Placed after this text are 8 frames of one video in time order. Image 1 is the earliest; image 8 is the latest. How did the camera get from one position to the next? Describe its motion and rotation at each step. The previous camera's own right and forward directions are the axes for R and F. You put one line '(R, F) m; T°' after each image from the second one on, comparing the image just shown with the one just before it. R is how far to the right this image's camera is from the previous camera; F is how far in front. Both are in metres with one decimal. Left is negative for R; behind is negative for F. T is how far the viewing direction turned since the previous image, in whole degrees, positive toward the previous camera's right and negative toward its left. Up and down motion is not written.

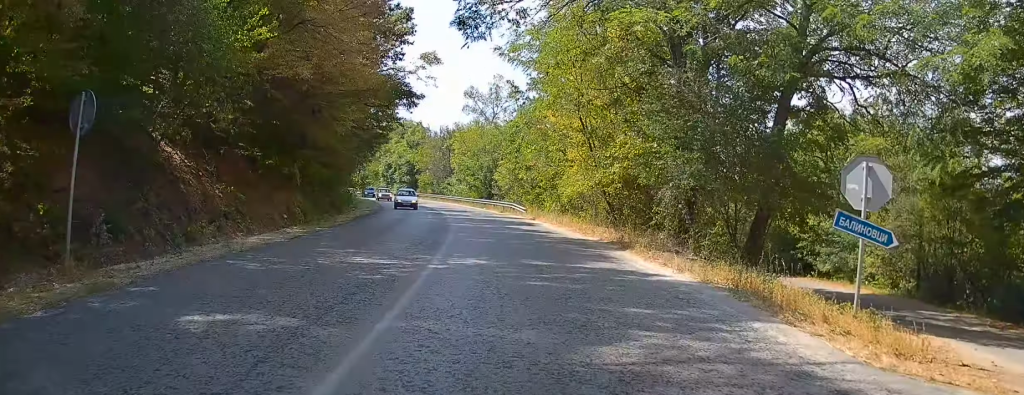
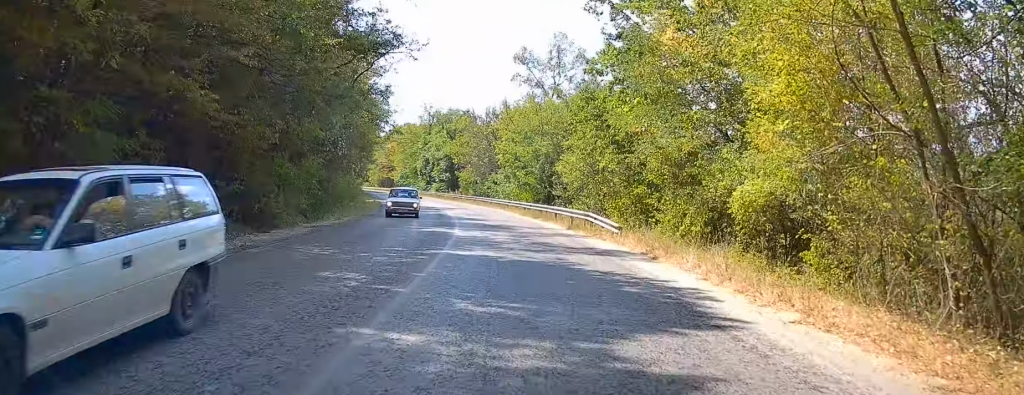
(-0.8, +21.2) m; -5°
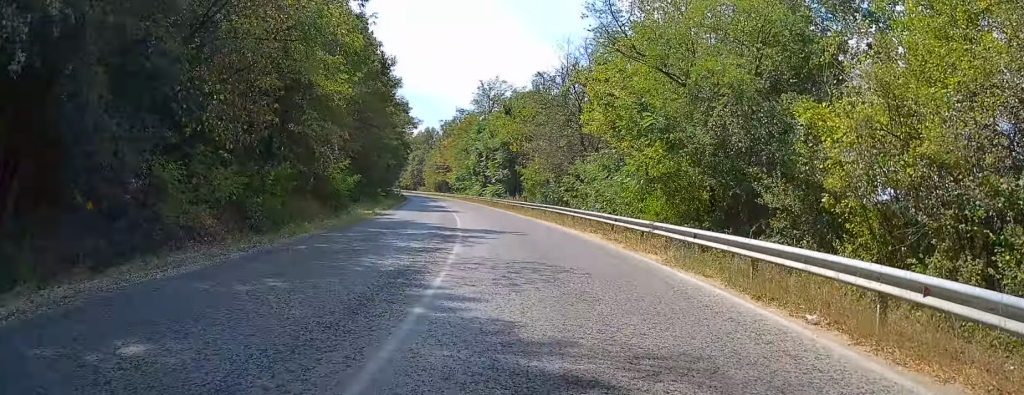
(-1.7, +26.8) m; -7°
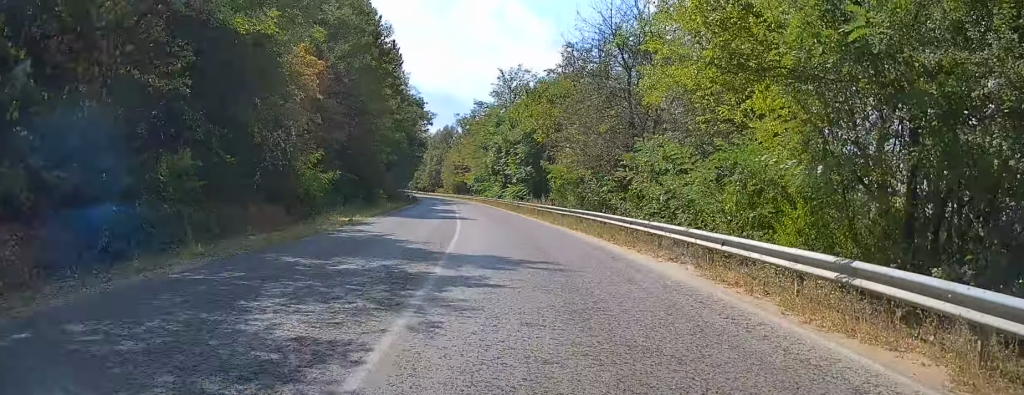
(-0.2, +9.8) m; -2°
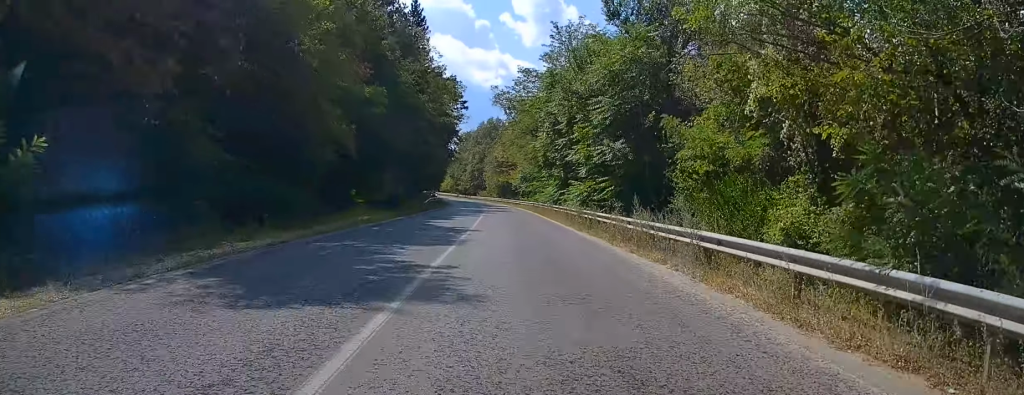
(-0.9, +23.9) m; -3°
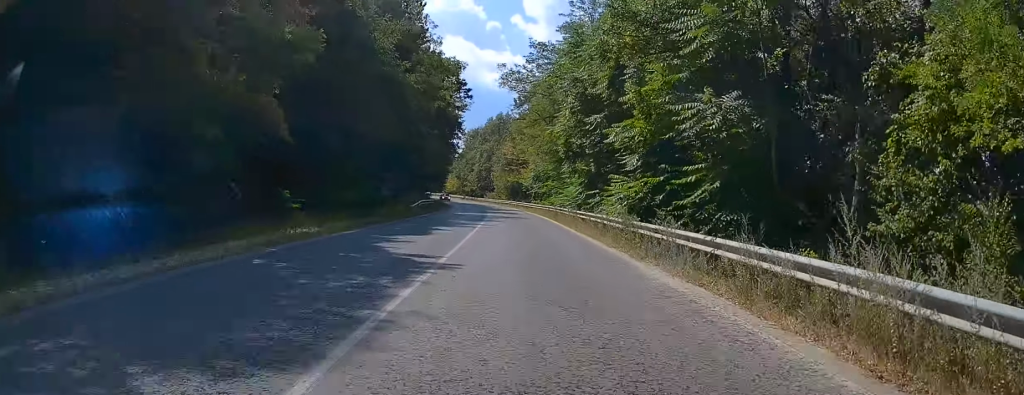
(0.0, +10.9) m; -1°
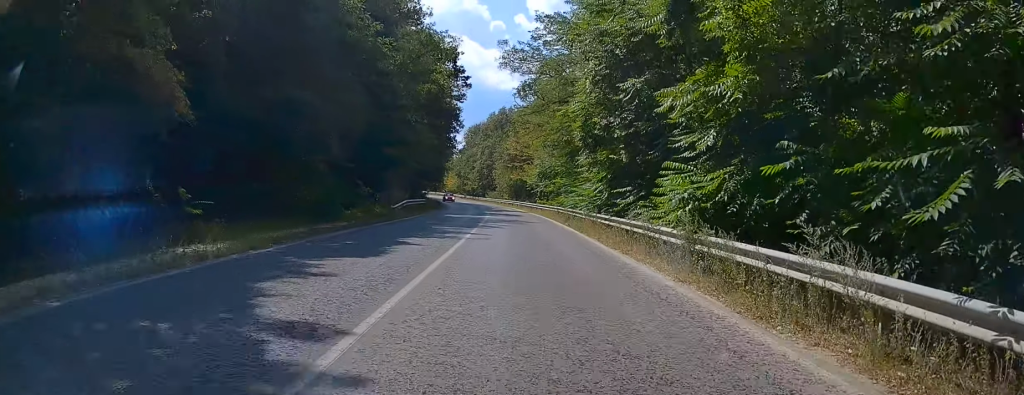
(-0.2, +7.3) m; -1°
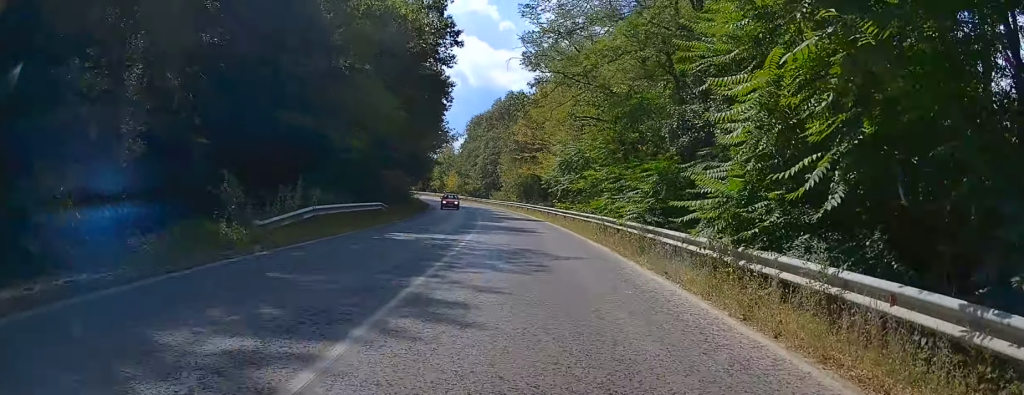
(-0.4, +18.9) m; -3°
